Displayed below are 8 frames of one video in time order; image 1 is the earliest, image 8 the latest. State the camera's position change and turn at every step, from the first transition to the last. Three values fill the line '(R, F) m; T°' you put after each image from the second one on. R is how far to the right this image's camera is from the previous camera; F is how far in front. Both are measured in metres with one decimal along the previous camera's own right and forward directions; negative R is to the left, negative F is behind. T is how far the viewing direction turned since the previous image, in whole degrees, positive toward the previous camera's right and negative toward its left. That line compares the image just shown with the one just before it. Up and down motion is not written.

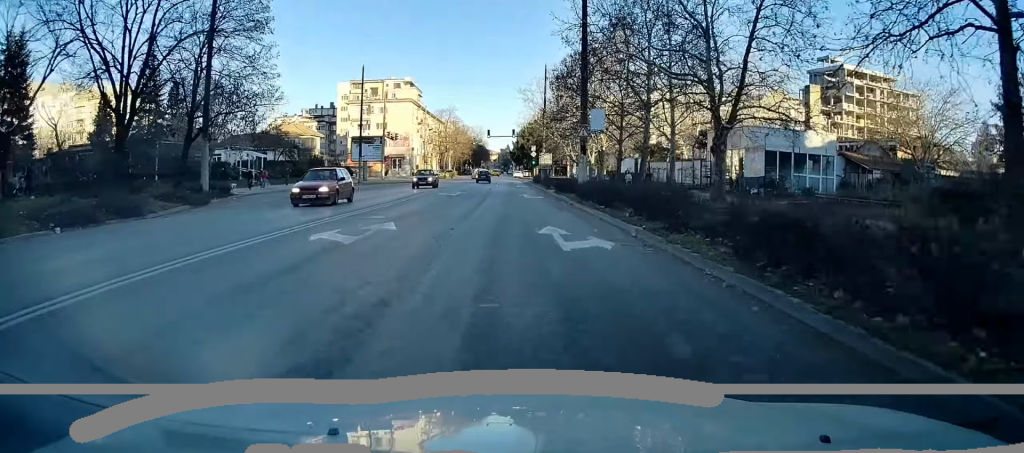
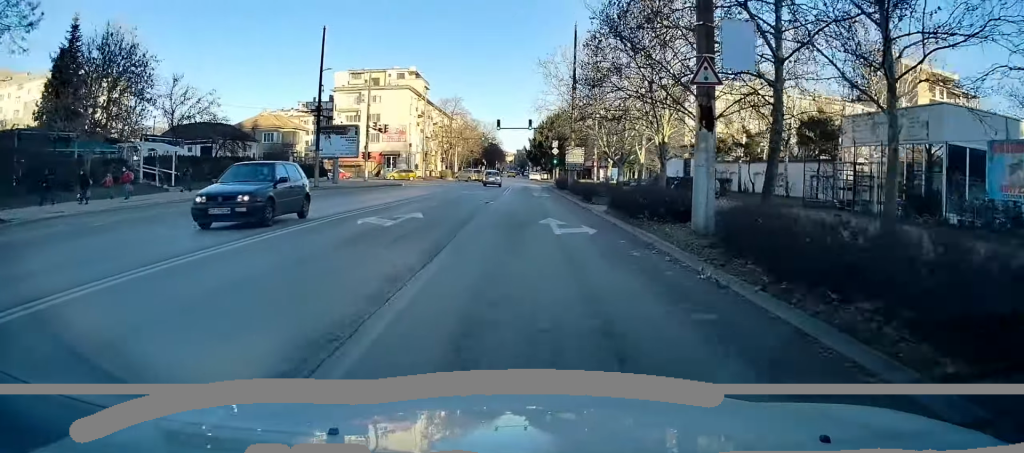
(+0.4, +18.7) m; +2°
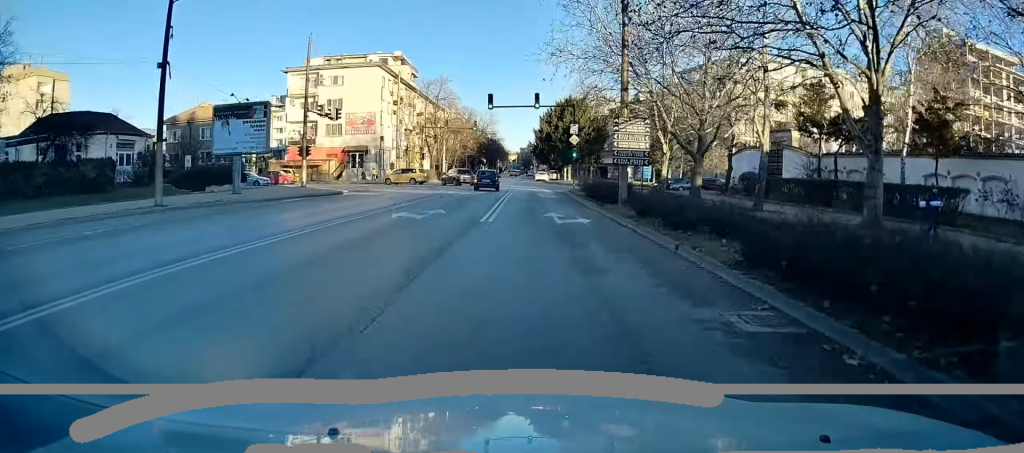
(0.0, +21.6) m; -1°
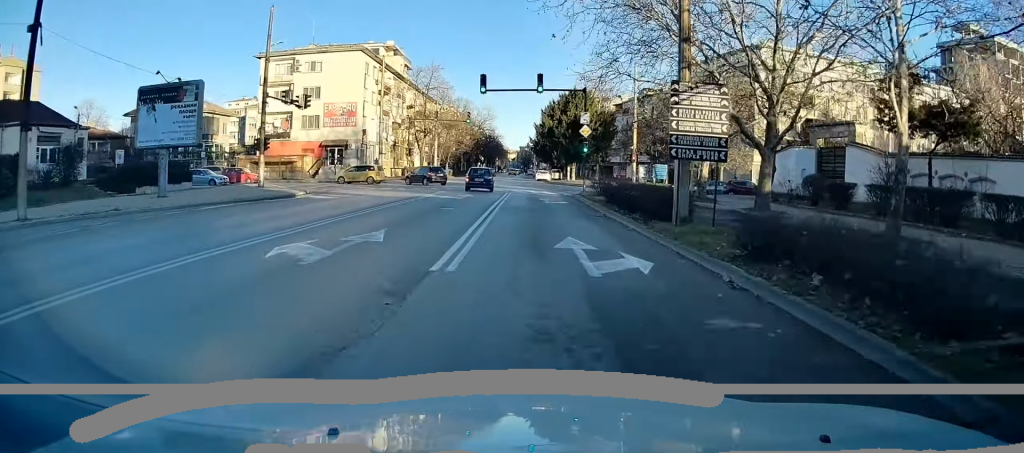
(-0.1, +8.4) m; -1°
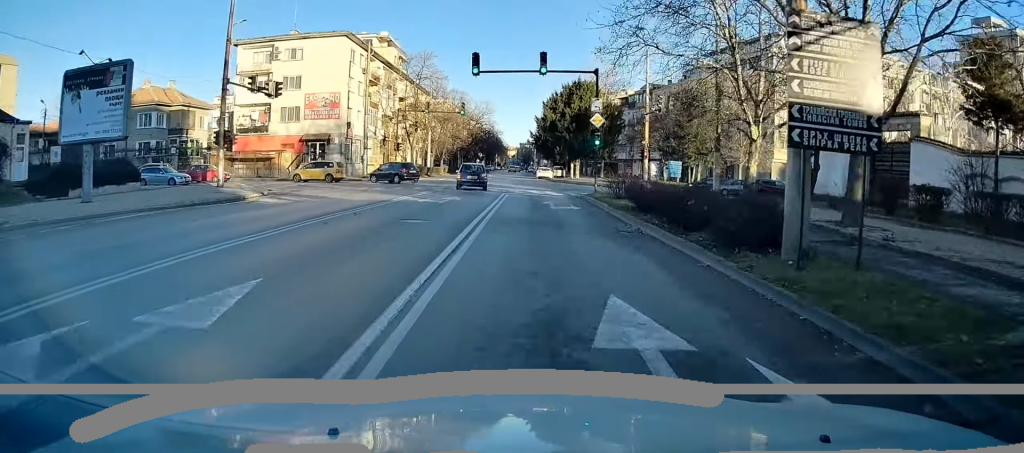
(-0.1, +6.1) m; -1°
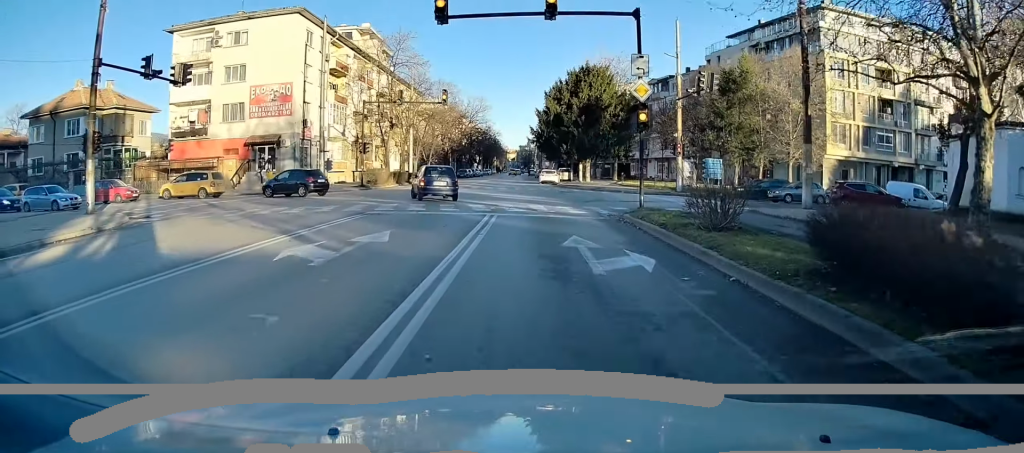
(-0.1, +12.9) m; +1°
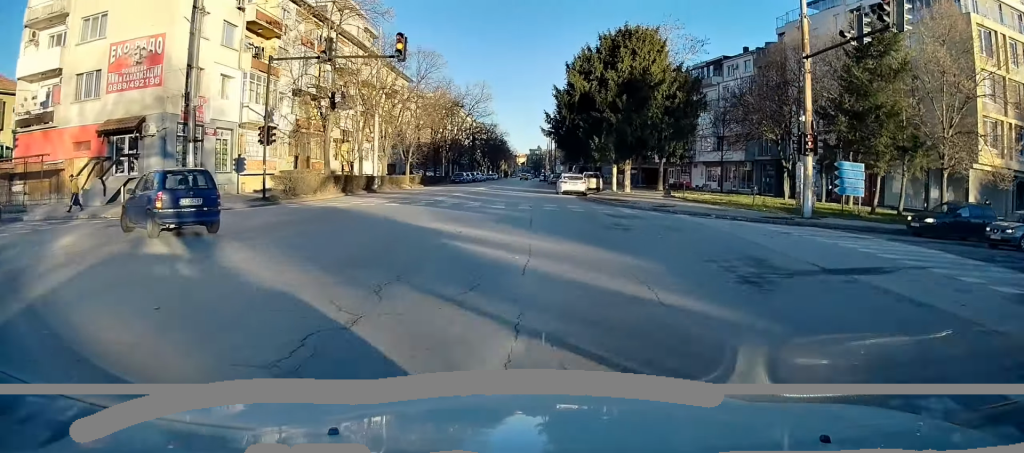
(+0.4, +20.8) m; 0°
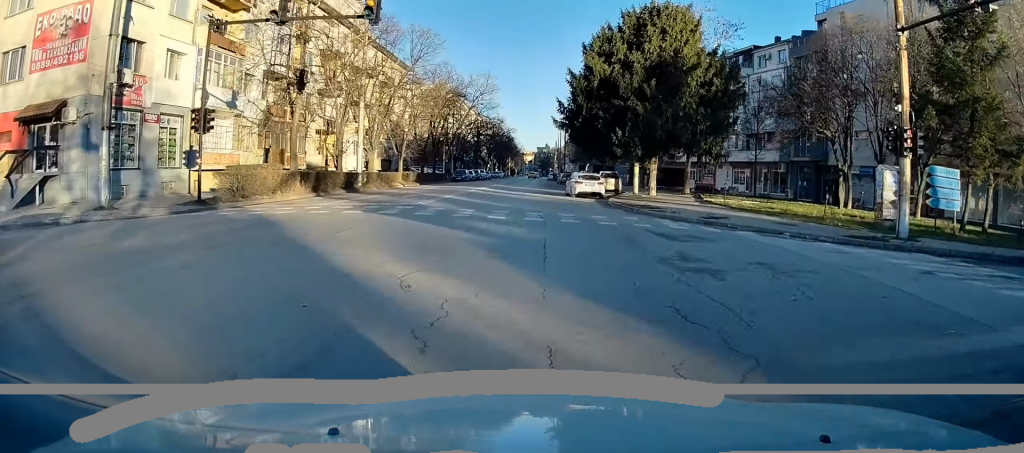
(-0.2, +6.9) m; -1°
